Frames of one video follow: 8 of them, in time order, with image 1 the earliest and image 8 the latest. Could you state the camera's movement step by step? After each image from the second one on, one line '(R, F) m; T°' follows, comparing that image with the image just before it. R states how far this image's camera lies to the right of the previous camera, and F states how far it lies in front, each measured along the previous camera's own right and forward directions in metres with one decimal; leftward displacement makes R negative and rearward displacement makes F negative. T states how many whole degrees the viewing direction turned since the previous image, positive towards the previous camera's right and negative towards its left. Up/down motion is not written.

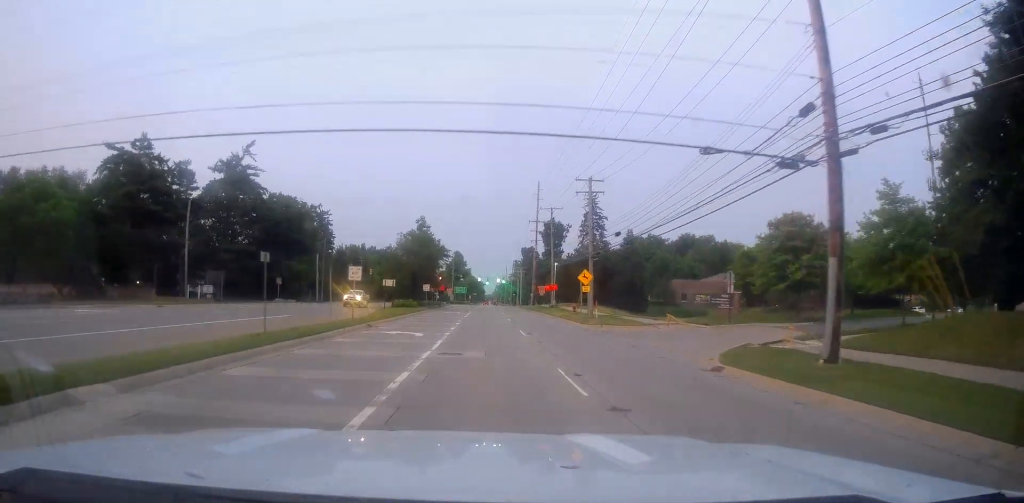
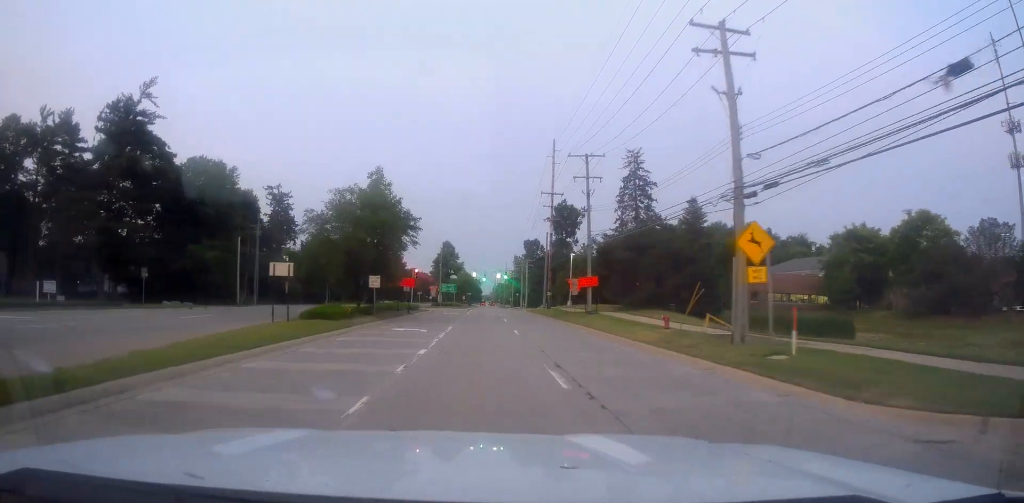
(+0.8, +30.0) m; +1°
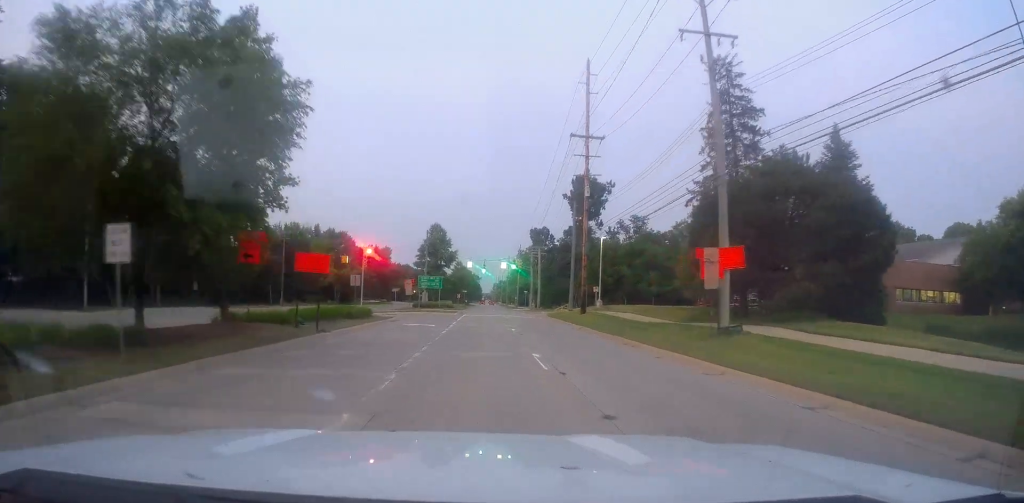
(0.0, +27.7) m; -1°
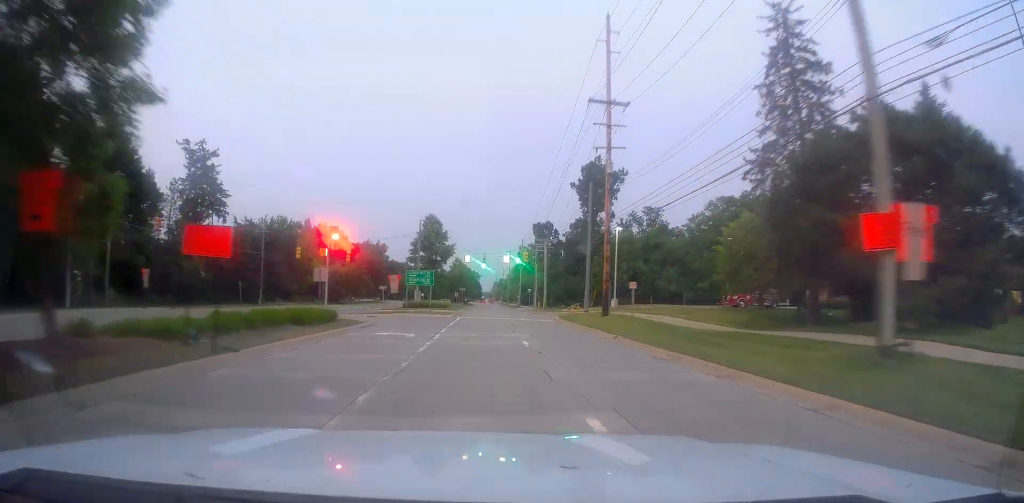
(+0.1, +9.5) m; 0°
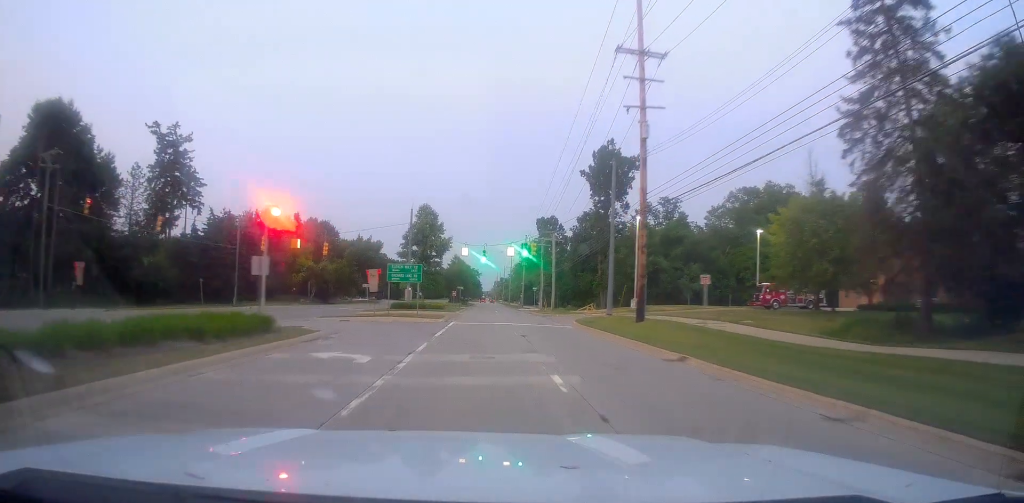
(-0.4, +9.5) m; 0°
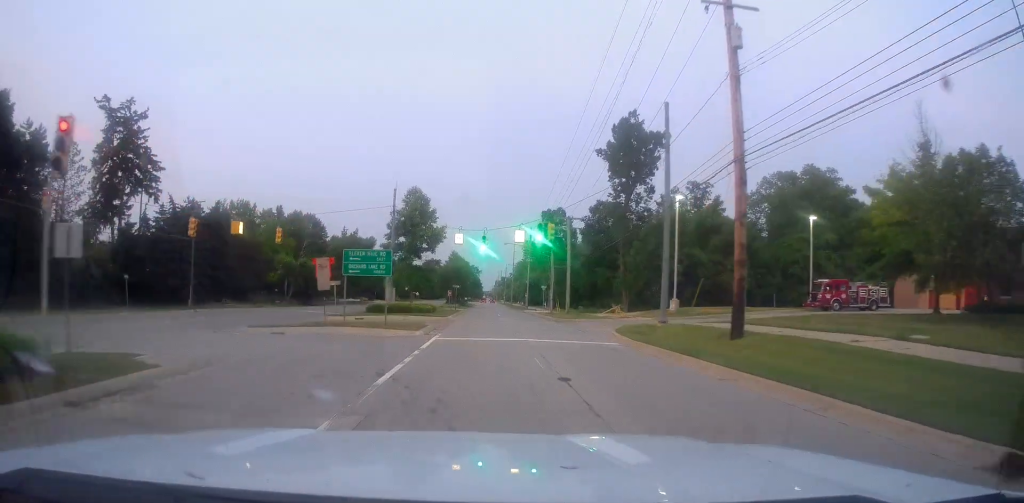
(-0.1, +12.8) m; 0°
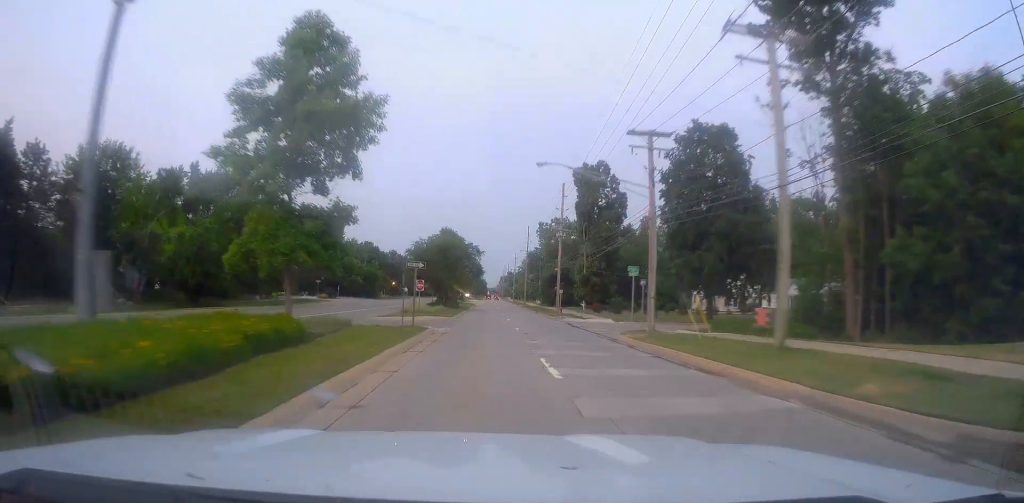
(+0.2, +43.5) m; +1°
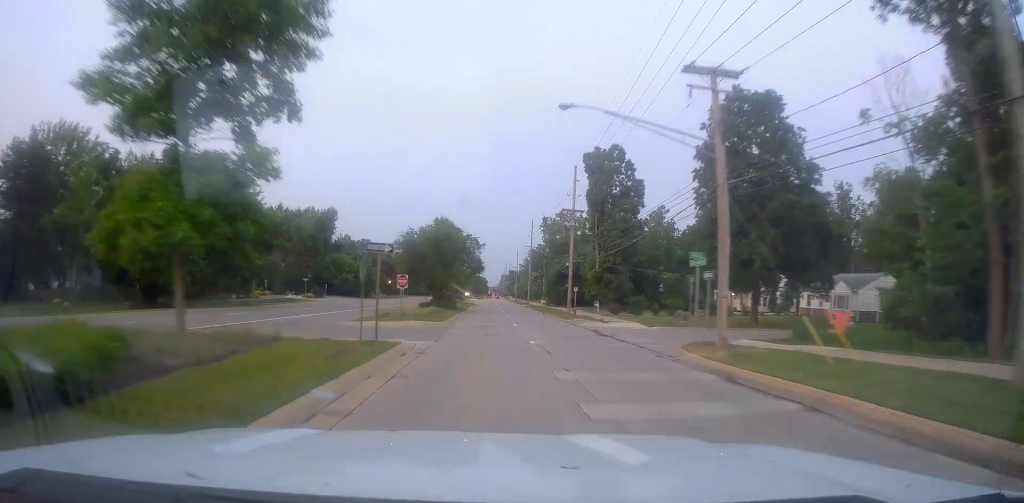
(+0.3, +9.4) m; +1°
